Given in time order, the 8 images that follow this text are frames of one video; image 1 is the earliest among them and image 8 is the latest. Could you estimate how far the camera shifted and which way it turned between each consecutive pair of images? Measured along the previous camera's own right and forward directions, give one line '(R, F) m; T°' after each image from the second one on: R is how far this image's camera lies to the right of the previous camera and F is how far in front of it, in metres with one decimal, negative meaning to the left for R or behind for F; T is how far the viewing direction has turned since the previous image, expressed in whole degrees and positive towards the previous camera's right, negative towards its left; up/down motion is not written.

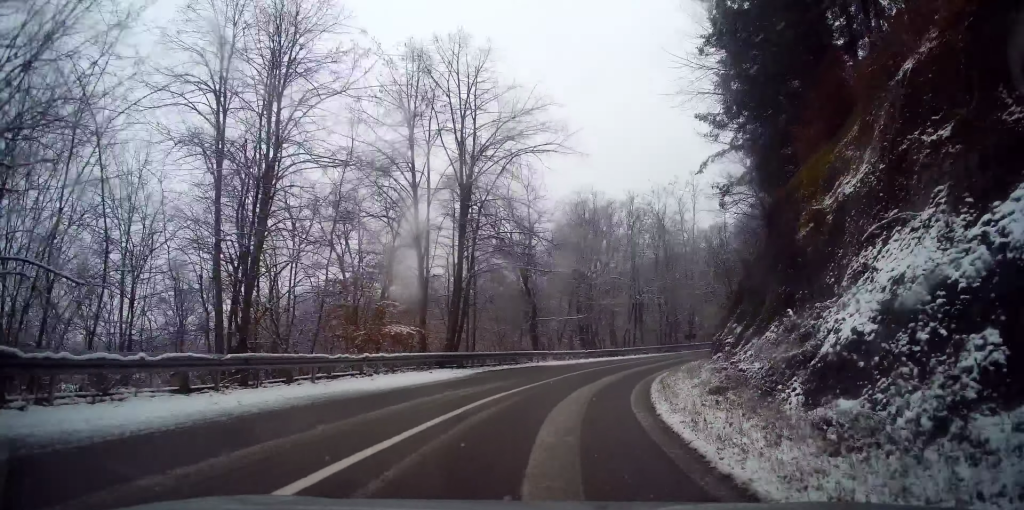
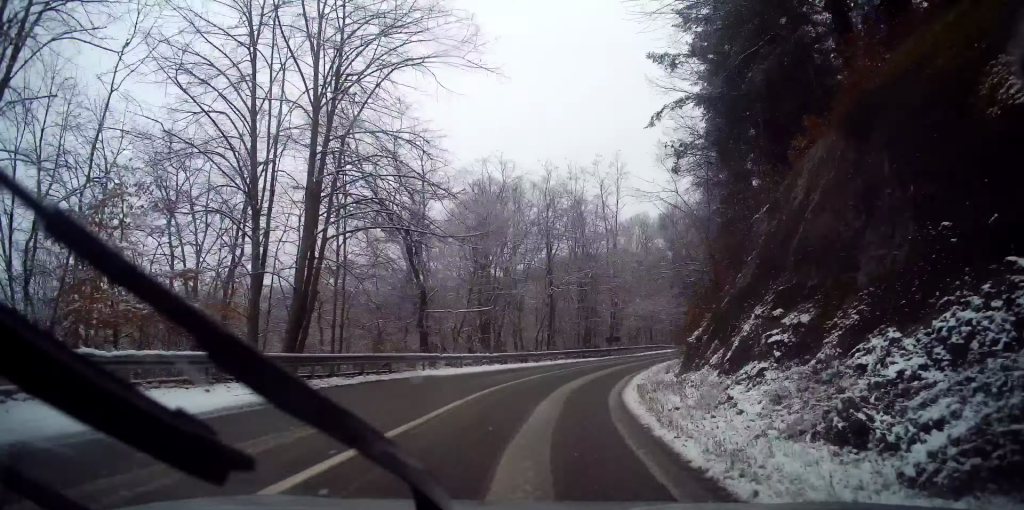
(+1.1, +9.3) m; +9°
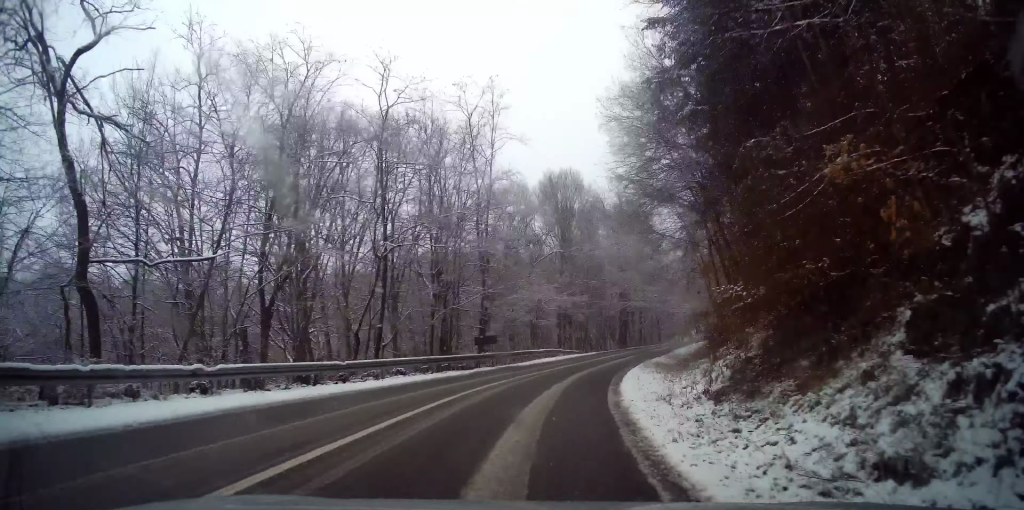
(+1.8, +16.8) m; +14°
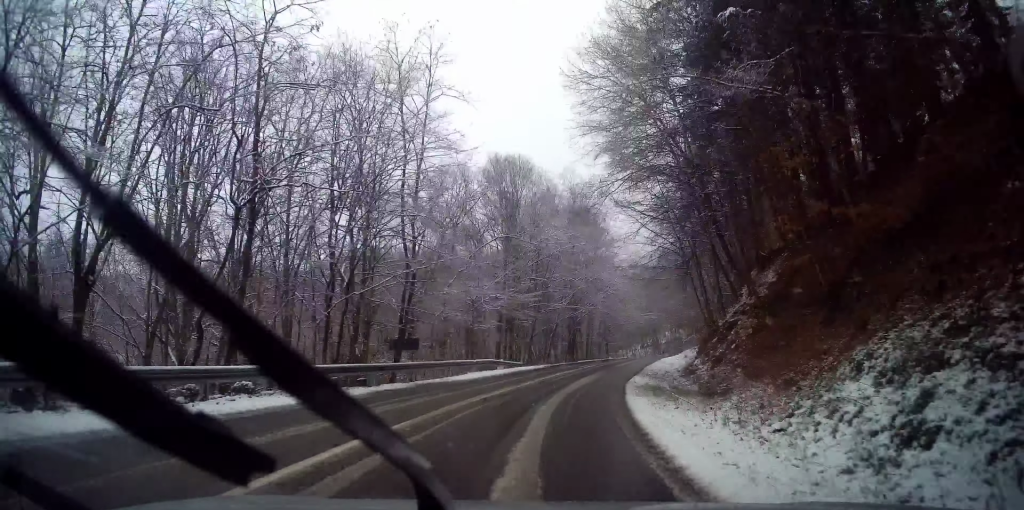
(+0.6, +7.8) m; +6°
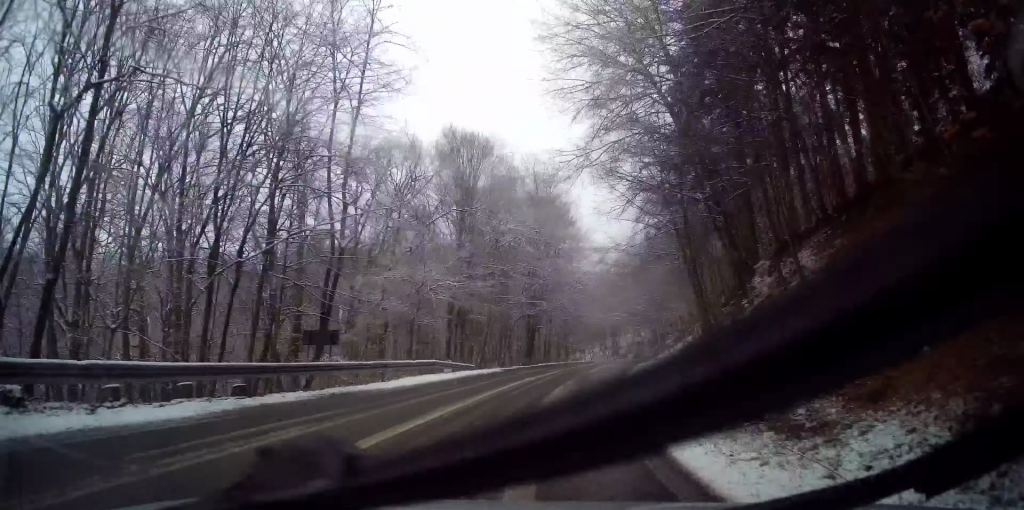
(+0.3, +5.6) m; +5°
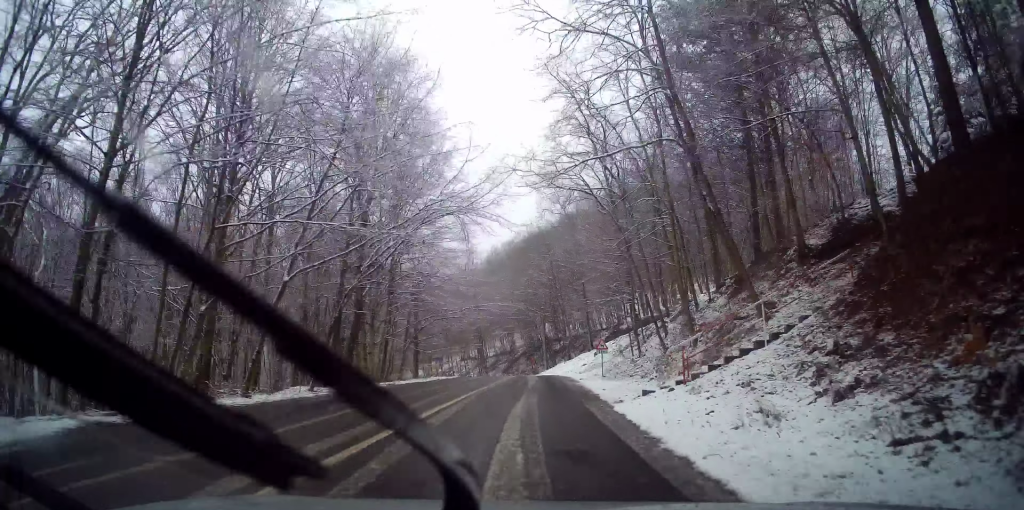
(+2.7, +23.0) m; +11°
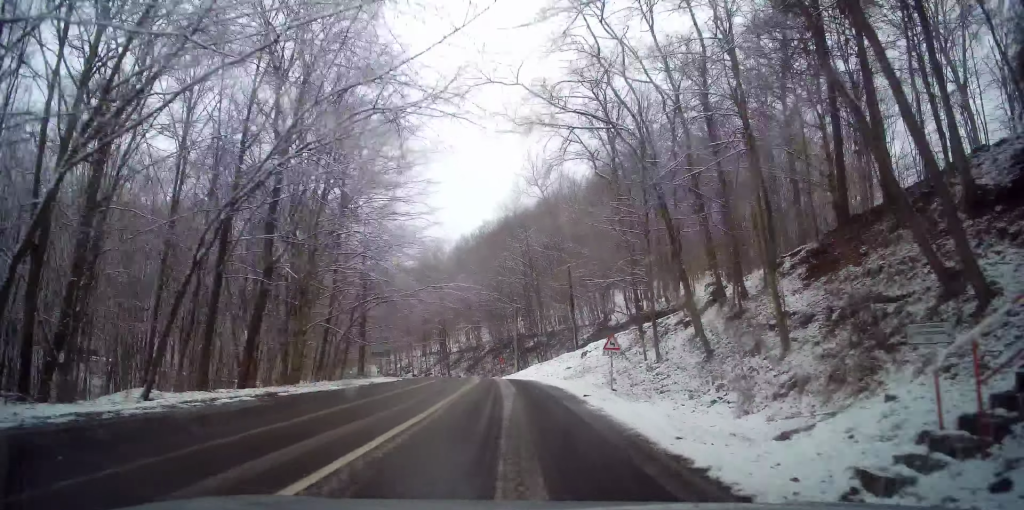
(+0.1, +9.0) m; +3°
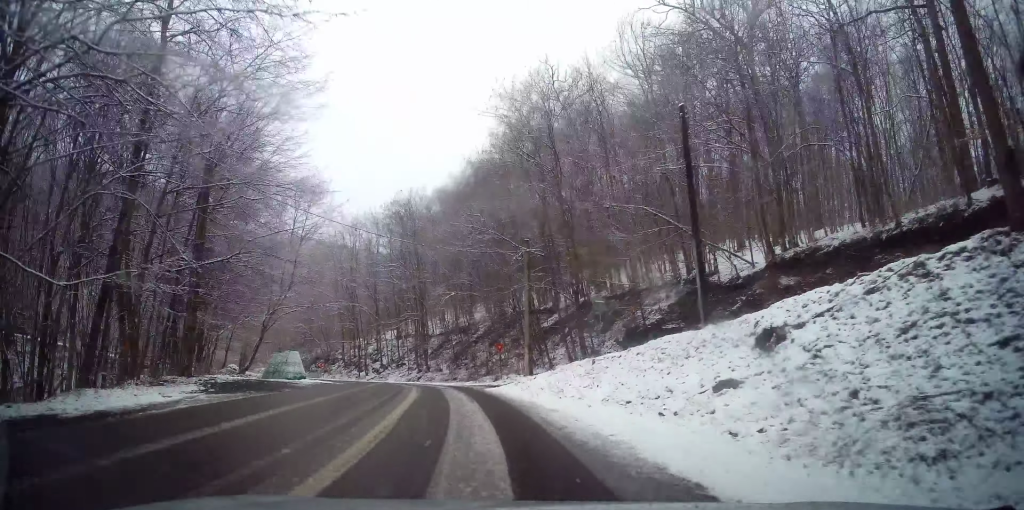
(+0.6, +25.1) m; -2°
